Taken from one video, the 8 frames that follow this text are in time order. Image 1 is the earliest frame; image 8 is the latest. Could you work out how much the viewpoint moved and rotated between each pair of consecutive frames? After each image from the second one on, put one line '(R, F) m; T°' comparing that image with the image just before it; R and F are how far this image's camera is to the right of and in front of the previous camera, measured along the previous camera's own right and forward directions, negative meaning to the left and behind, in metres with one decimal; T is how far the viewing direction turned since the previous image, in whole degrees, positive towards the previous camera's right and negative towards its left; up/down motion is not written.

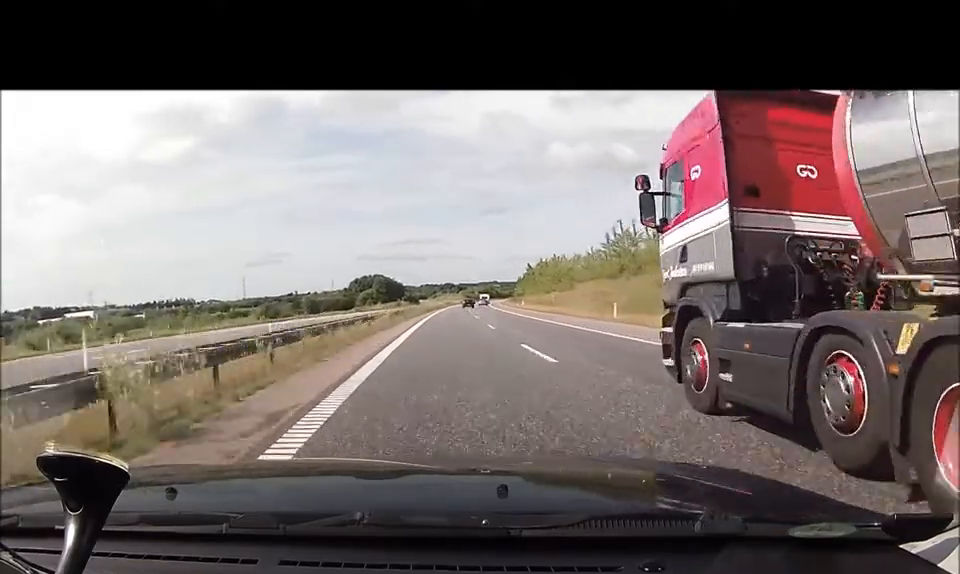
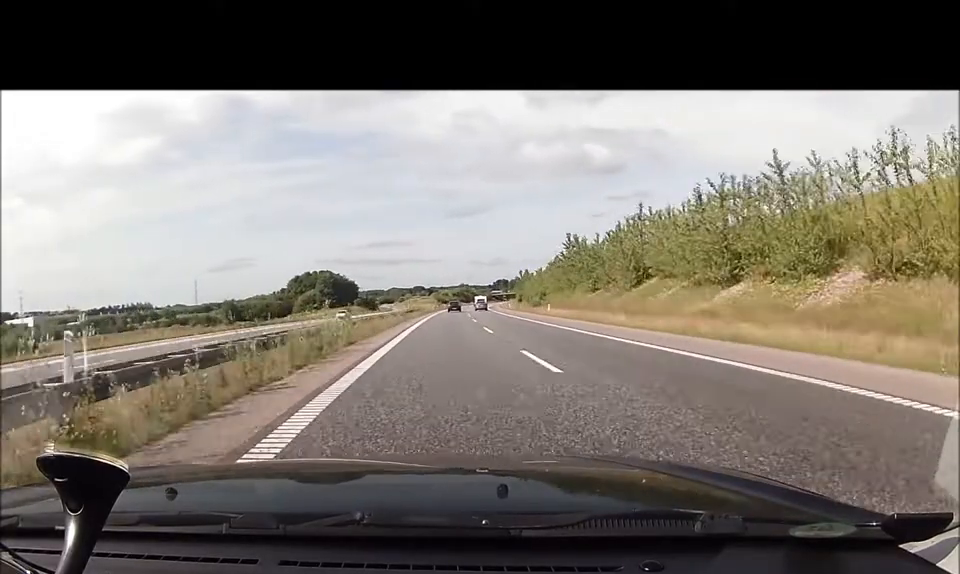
(+1.8, +77.6) m; +3°
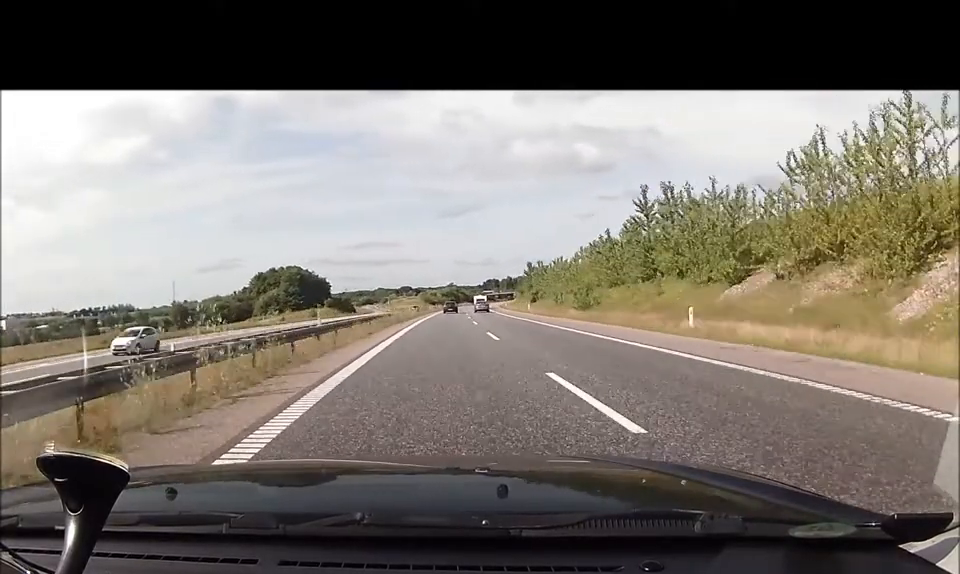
(+0.8, +35.2) m; +1°
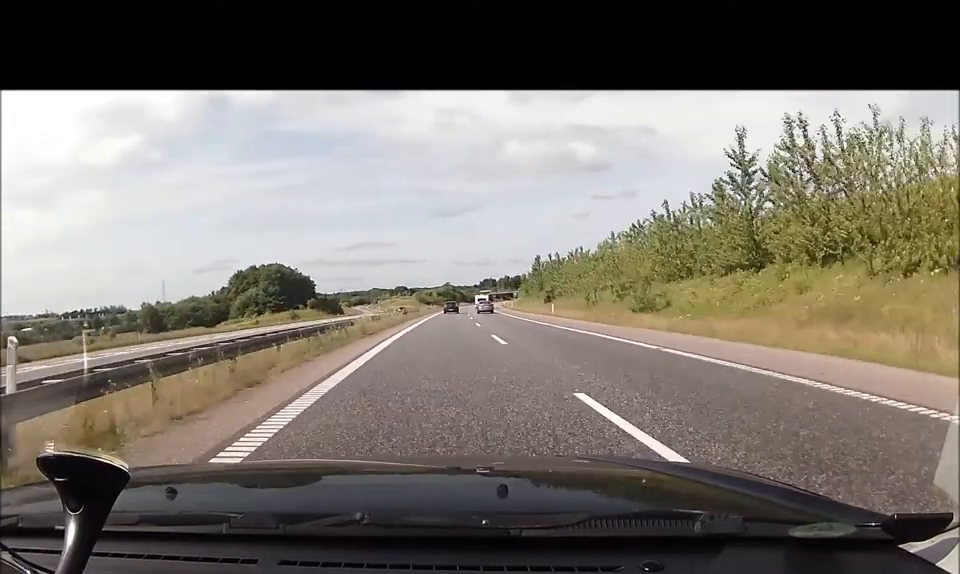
(0.0, +16.4) m; 0°
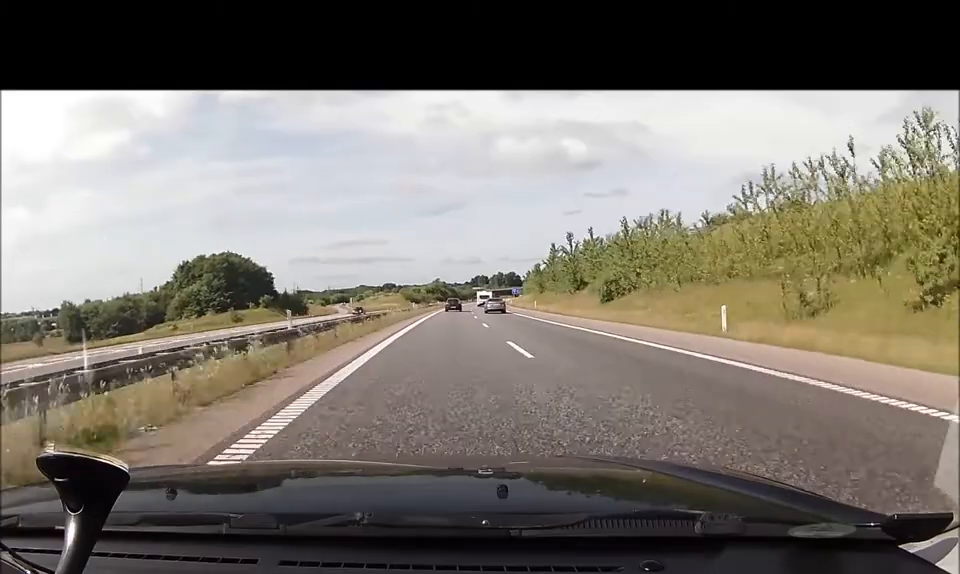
(0.0, +33.7) m; +1°
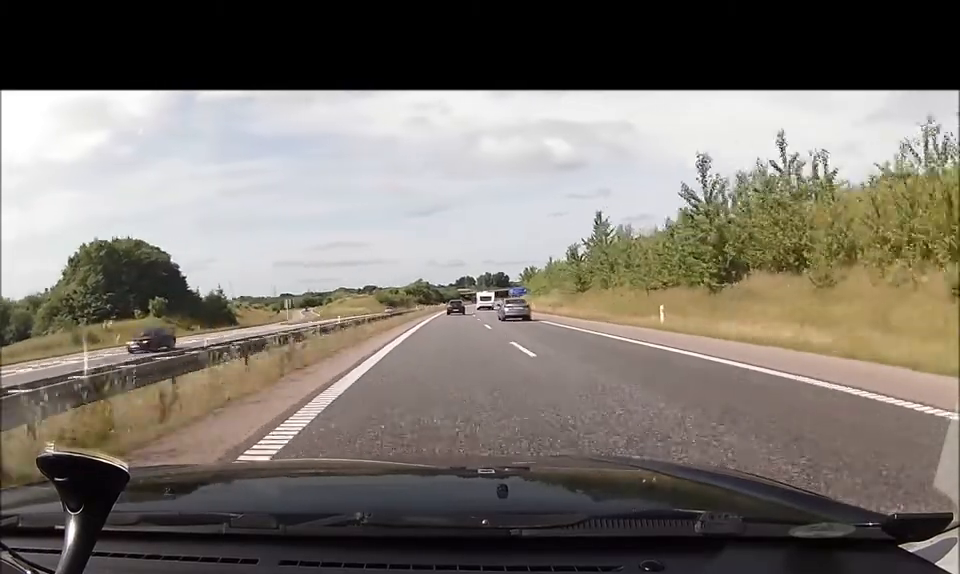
(+0.6, +43.9) m; +2°
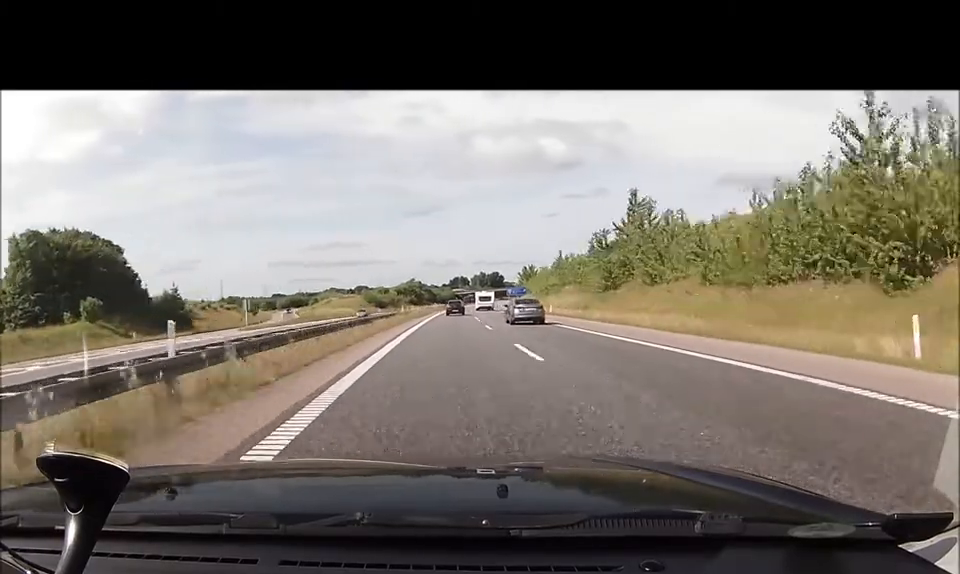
(+0.2, +16.0) m; 0°
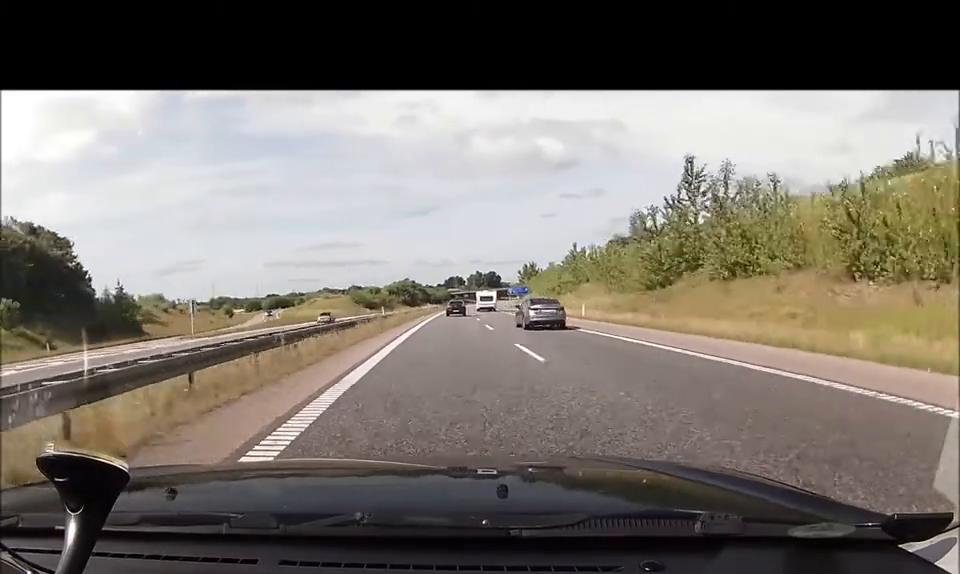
(+0.1, +14.9) m; 0°
